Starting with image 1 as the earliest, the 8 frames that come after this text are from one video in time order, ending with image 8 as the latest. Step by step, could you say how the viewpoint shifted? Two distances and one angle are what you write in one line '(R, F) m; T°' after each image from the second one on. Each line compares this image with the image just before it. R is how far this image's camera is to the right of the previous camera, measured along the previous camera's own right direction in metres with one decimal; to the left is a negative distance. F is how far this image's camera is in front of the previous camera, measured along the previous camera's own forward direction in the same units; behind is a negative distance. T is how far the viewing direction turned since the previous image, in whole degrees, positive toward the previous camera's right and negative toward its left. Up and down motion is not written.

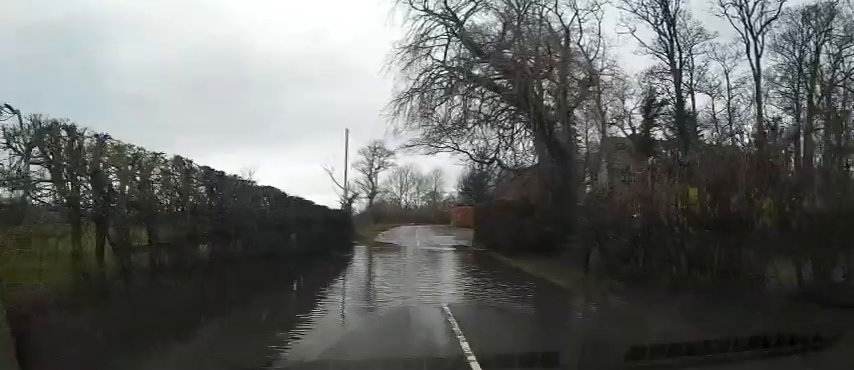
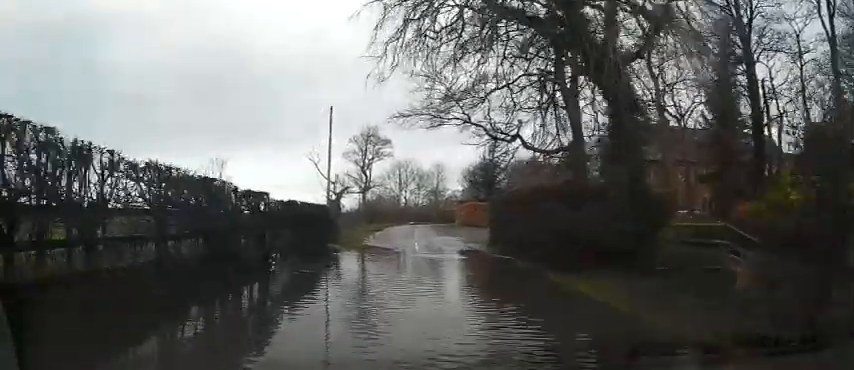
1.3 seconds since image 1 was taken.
(+0.4, +7.6) m; +1°
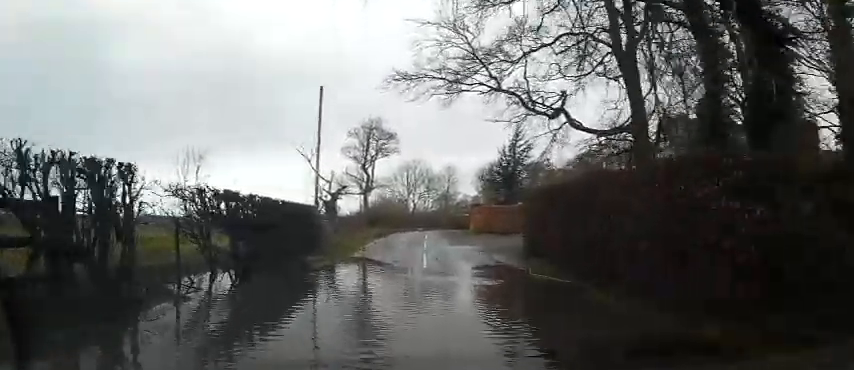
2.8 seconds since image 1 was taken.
(-0.3, +6.0) m; -5°
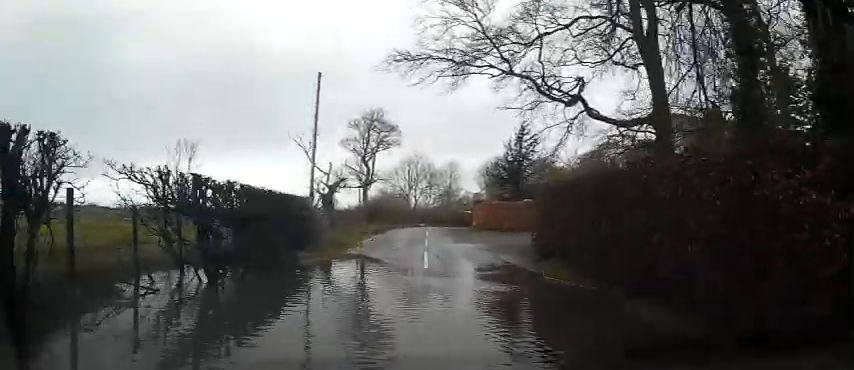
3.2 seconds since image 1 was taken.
(0.0, +1.5) m; +4°
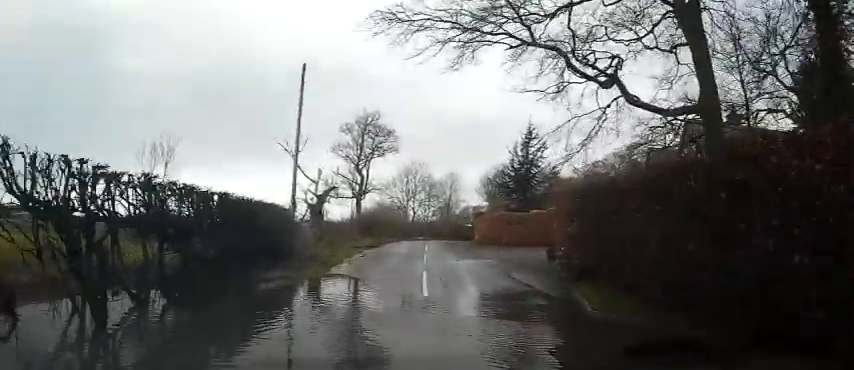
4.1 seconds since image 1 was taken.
(+0.1, +2.8) m; +4°
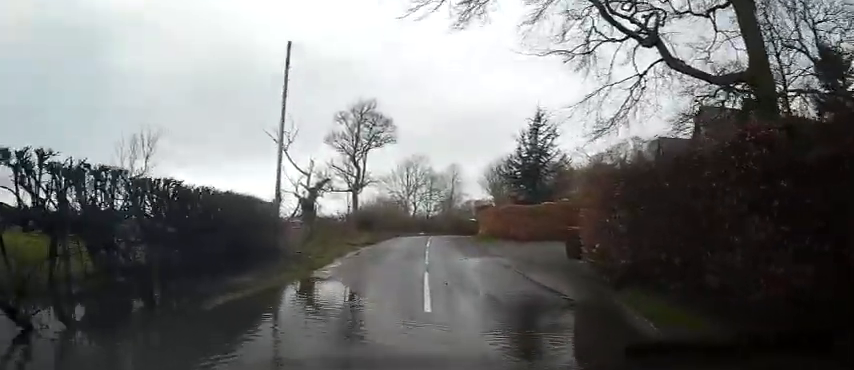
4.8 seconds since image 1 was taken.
(+0.3, +2.2) m; 0°
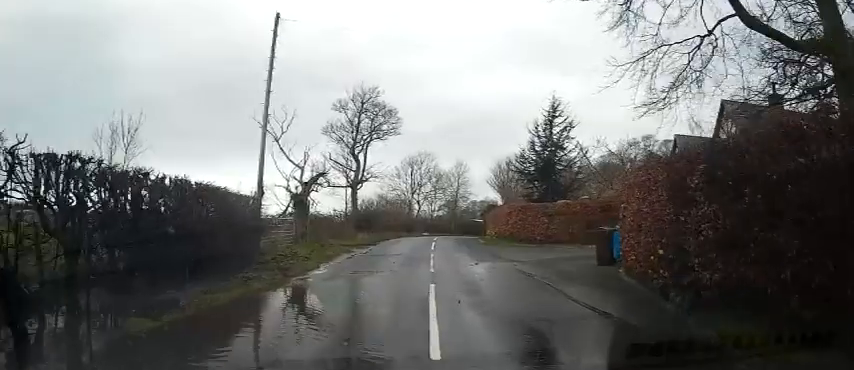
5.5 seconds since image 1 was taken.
(-0.3, +2.5) m; -5°
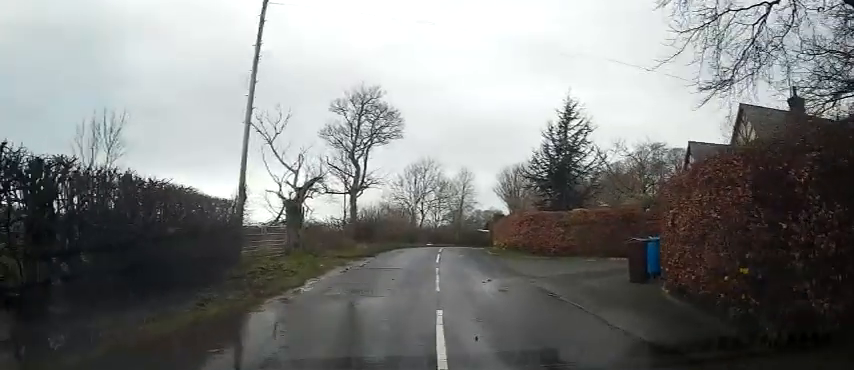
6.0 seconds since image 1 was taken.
(-0.1, +2.0) m; -2°
